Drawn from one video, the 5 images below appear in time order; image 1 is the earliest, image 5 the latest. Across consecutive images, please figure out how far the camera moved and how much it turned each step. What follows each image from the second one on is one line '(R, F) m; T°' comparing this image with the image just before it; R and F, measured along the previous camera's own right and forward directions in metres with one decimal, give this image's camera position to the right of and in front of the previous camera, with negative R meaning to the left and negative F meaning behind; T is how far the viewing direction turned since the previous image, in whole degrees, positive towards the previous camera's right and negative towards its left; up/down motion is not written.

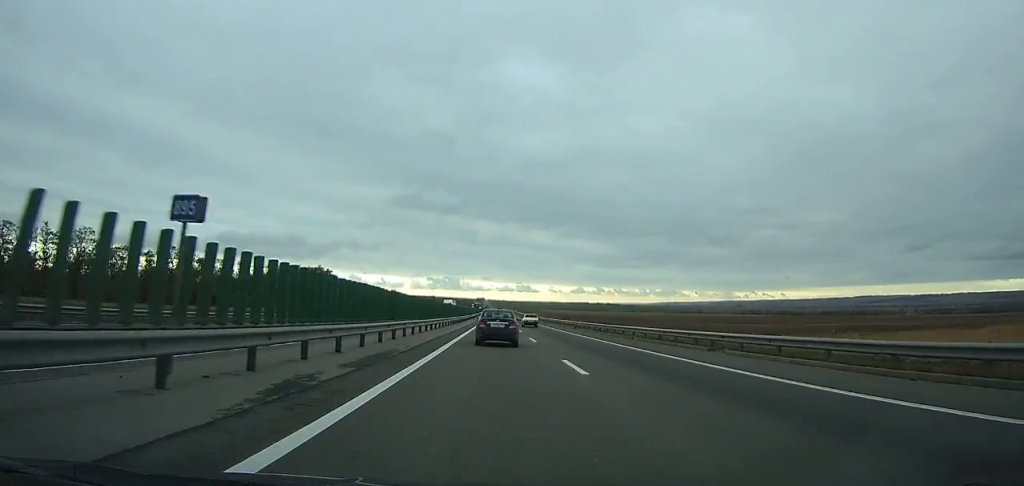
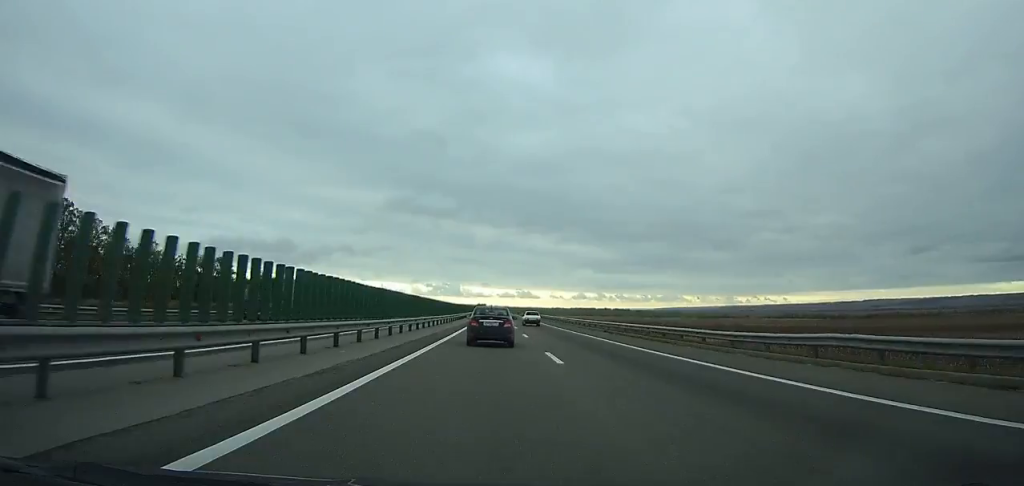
(+0.2, +153.1) m; 0°
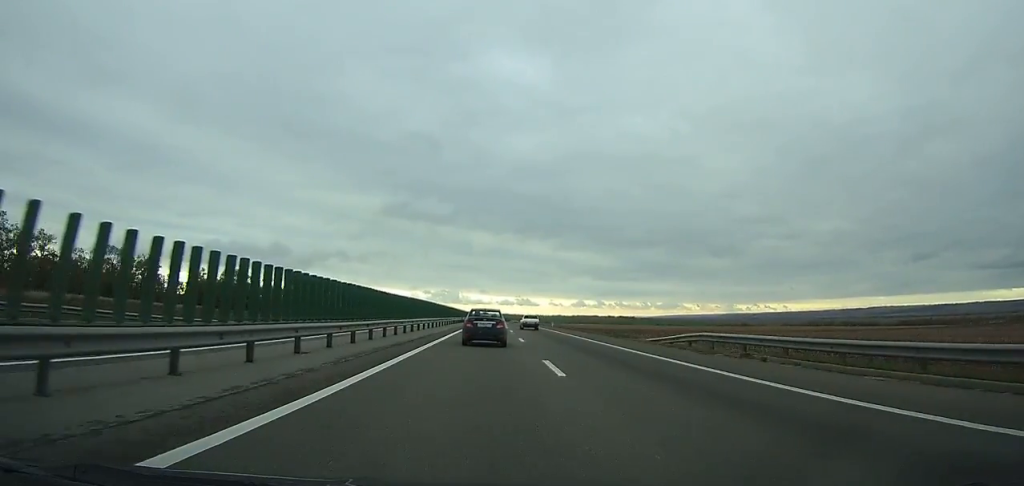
(-0.1, +101.1) m; 0°
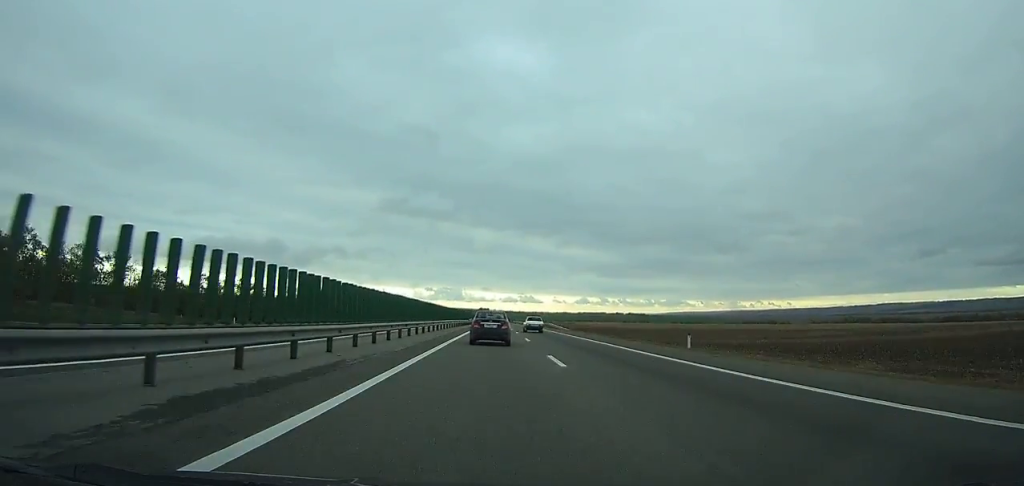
(-0.3, +109.8) m; 0°
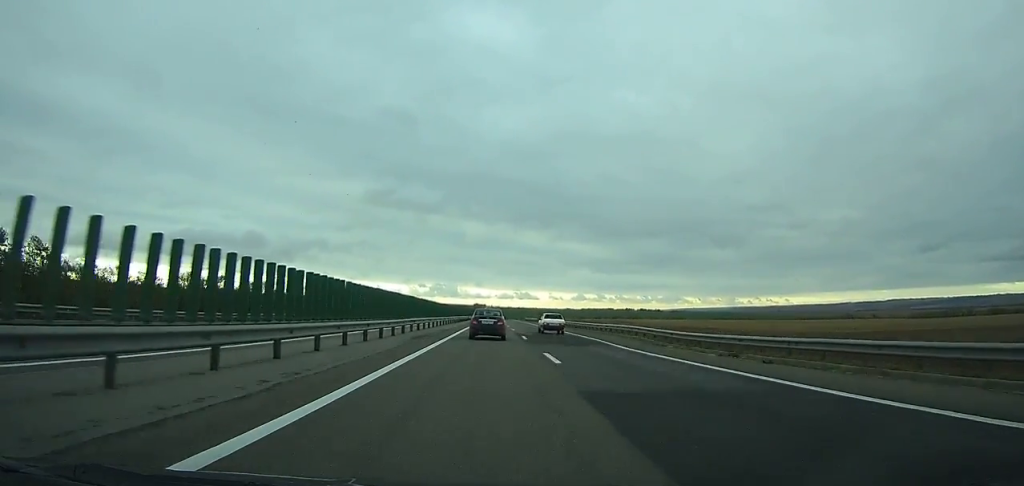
(+0.5, +252.0) m; 0°
